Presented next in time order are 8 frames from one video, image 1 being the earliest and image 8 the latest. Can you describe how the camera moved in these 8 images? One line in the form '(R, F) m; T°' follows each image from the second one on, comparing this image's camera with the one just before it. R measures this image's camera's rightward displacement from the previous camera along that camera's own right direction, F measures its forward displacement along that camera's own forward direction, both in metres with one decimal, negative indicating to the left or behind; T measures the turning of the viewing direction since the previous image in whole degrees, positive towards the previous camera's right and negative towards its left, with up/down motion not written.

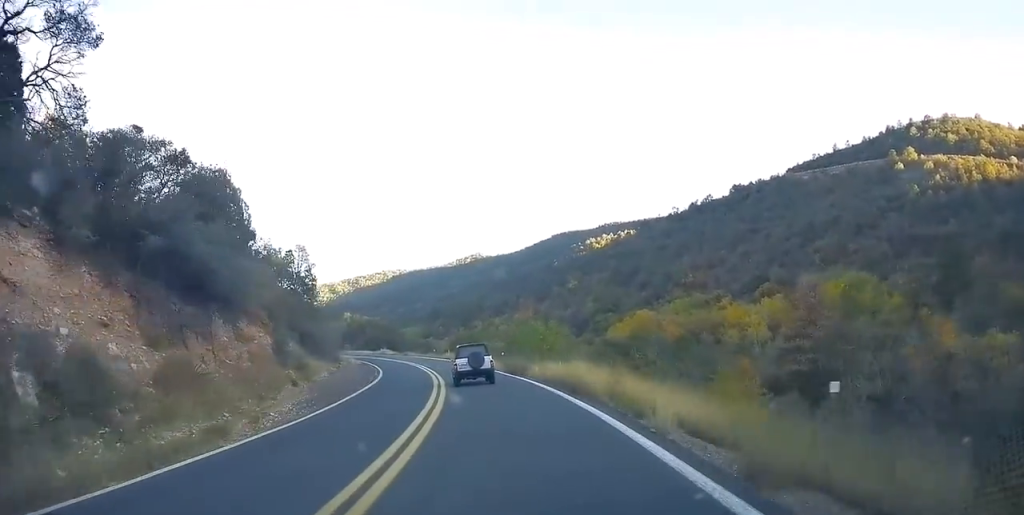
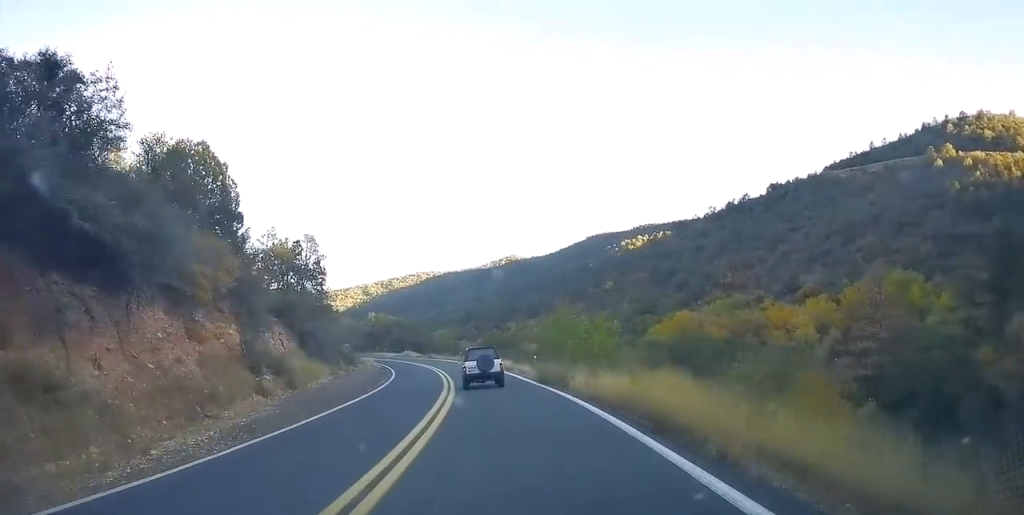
(+0.1, +7.5) m; -2°
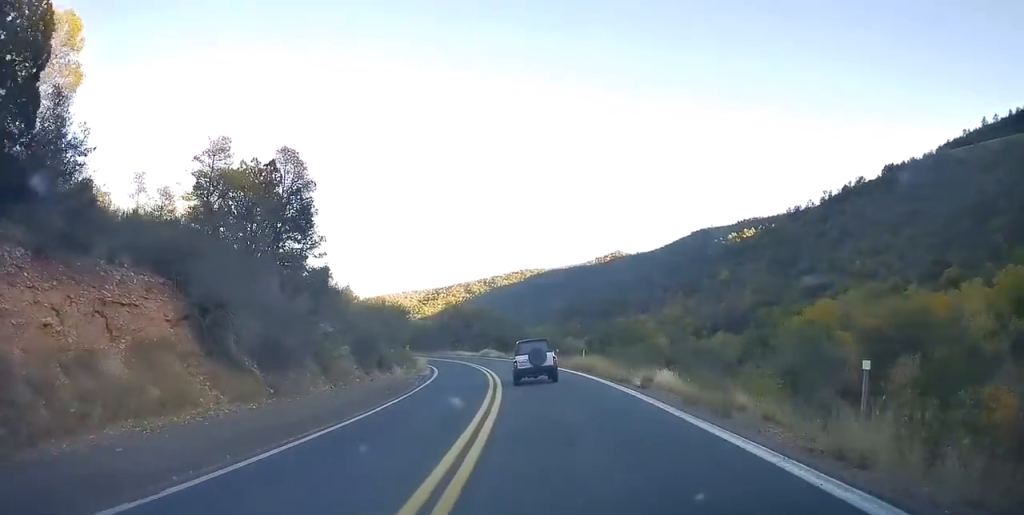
(-2.3, +27.6) m; -9°
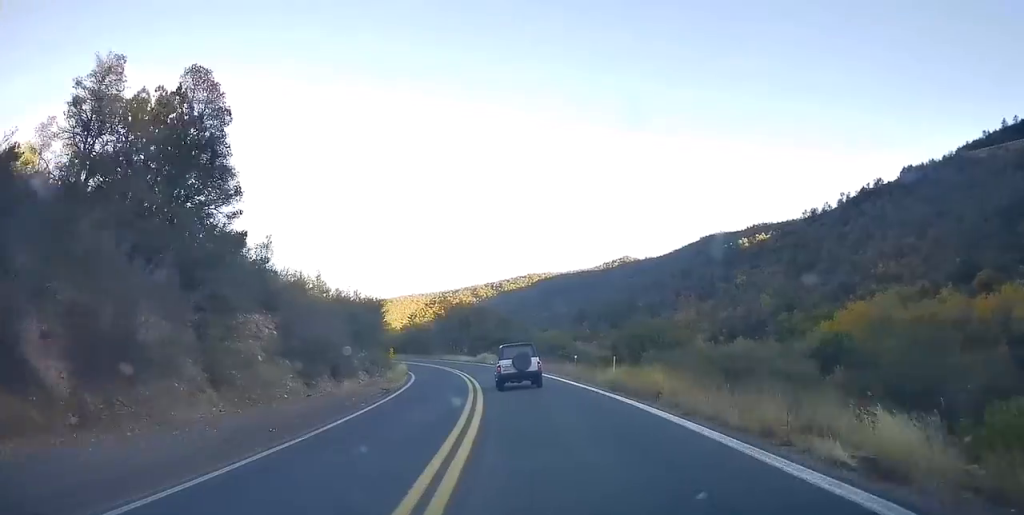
(-0.5, +12.2) m; -3°
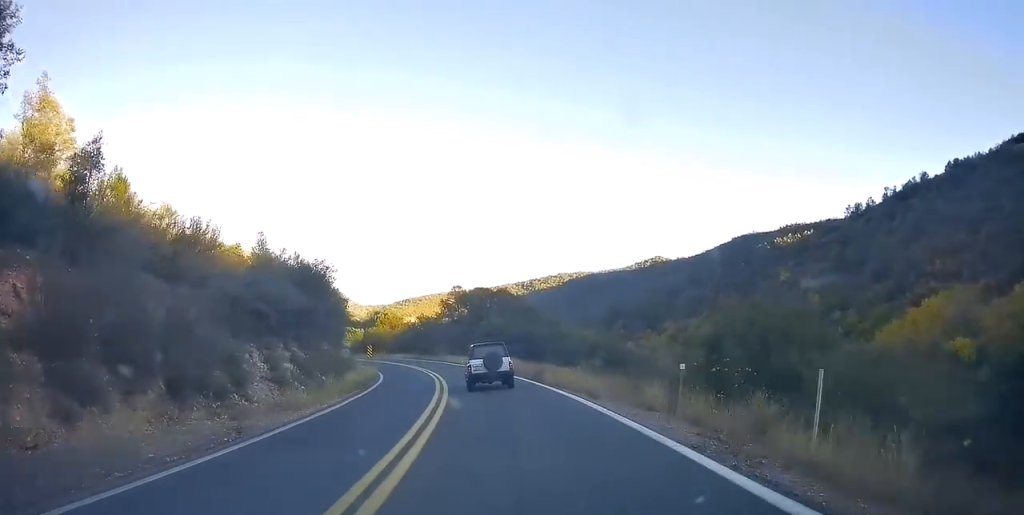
(-0.7, +18.0) m; -2°
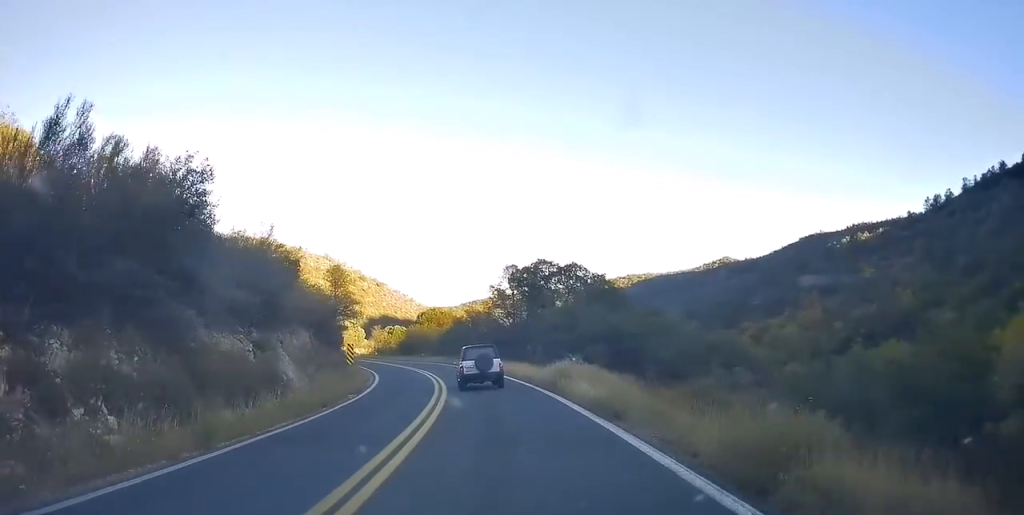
(-0.3, +19.9) m; -6°
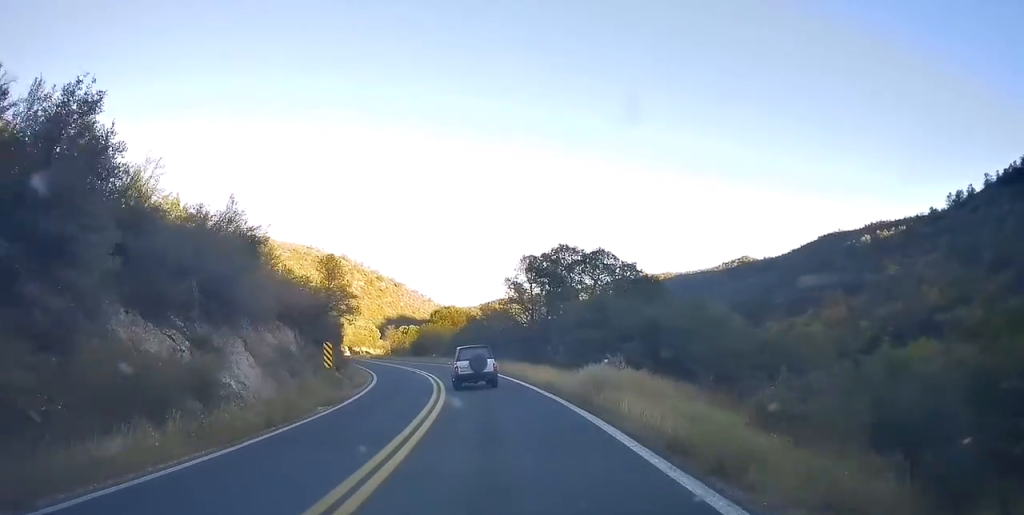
(-0.3, +5.6) m; -3°
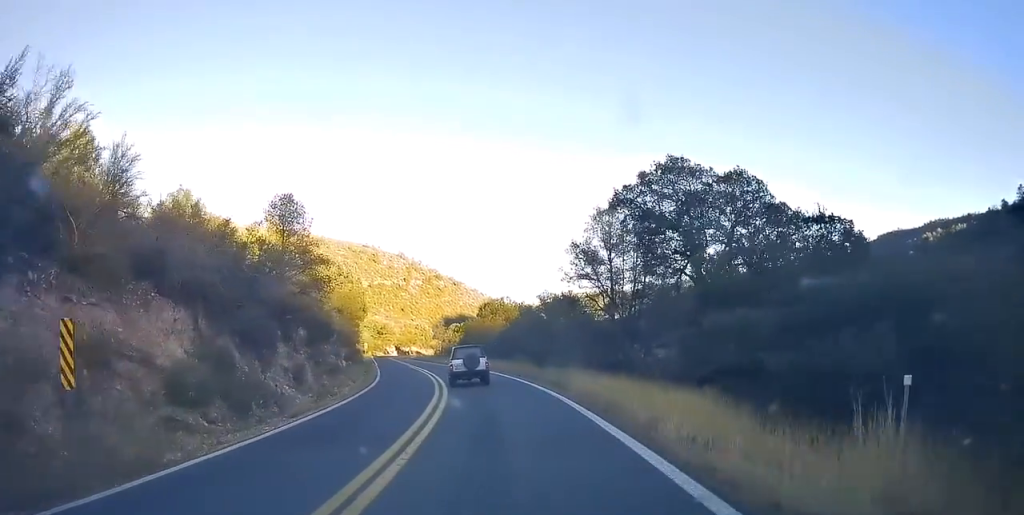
(-1.0, +15.7) m; -7°
